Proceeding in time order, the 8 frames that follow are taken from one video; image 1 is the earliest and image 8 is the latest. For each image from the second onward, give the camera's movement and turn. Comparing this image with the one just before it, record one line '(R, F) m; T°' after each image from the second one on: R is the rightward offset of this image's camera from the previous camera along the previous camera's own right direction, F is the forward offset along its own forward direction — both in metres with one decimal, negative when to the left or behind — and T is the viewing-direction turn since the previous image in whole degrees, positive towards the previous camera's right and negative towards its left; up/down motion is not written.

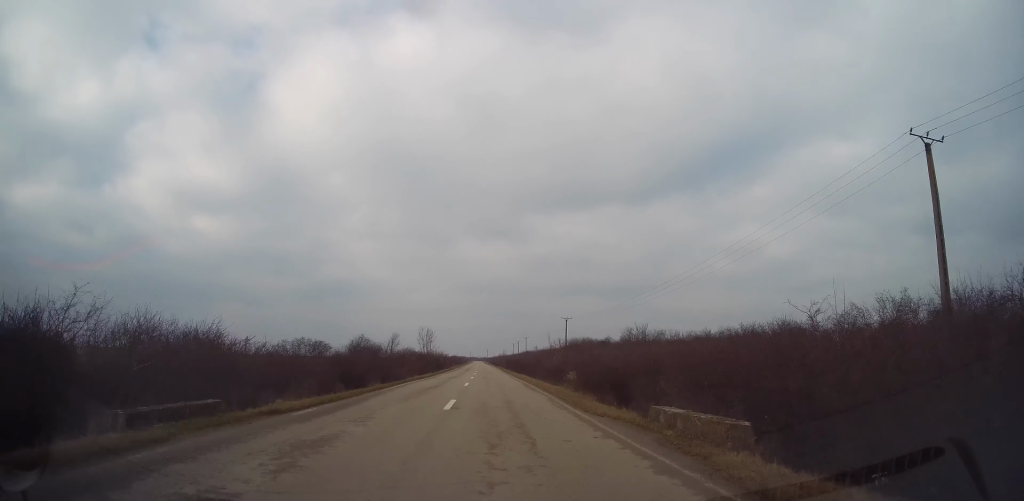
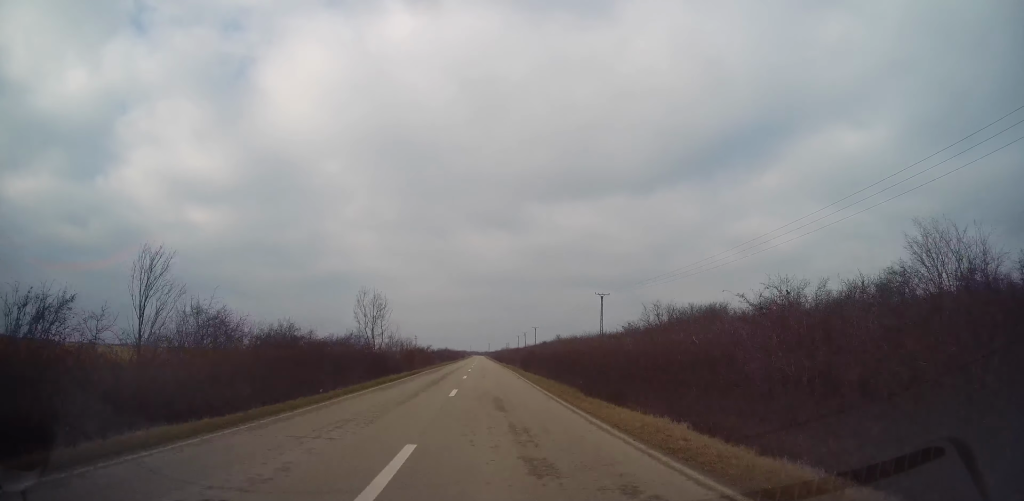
(-0.2, +43.4) m; 0°
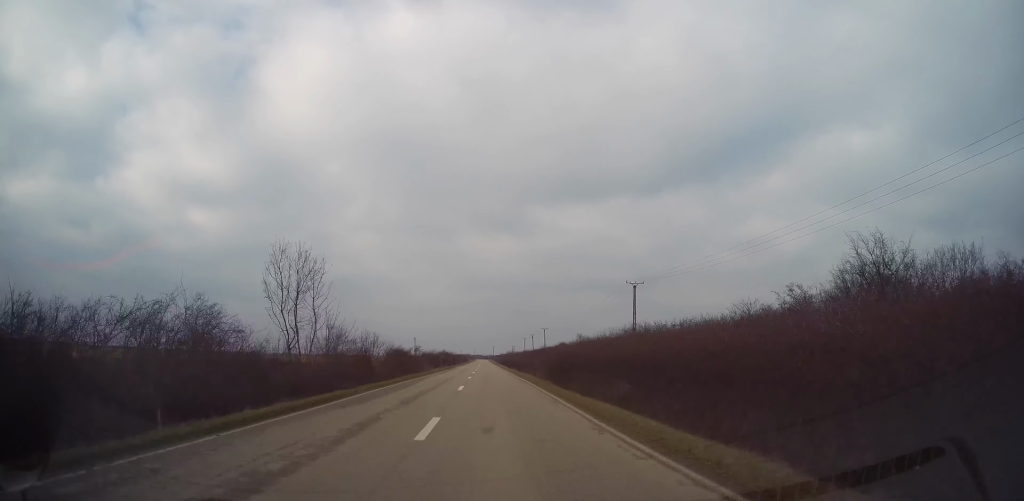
(0.0, +19.9) m; 0°
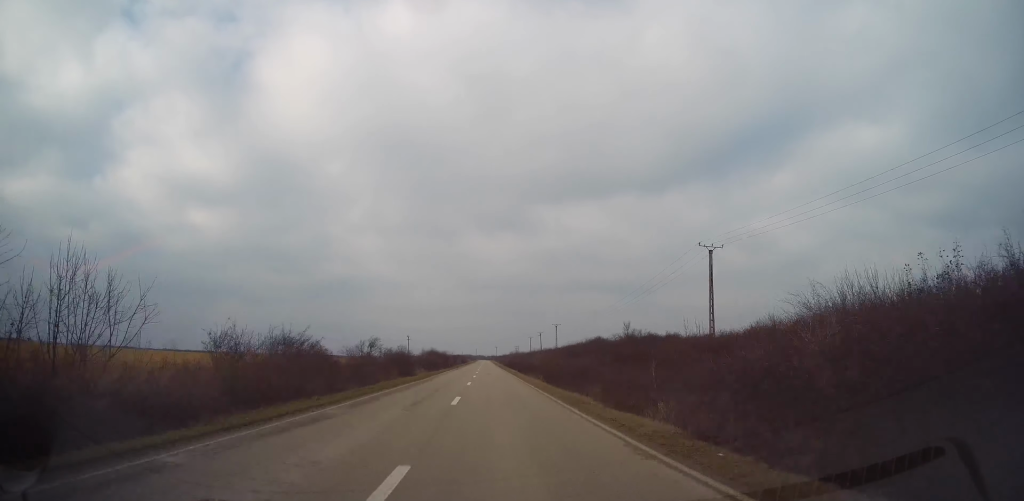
(-0.2, +28.1) m; 0°
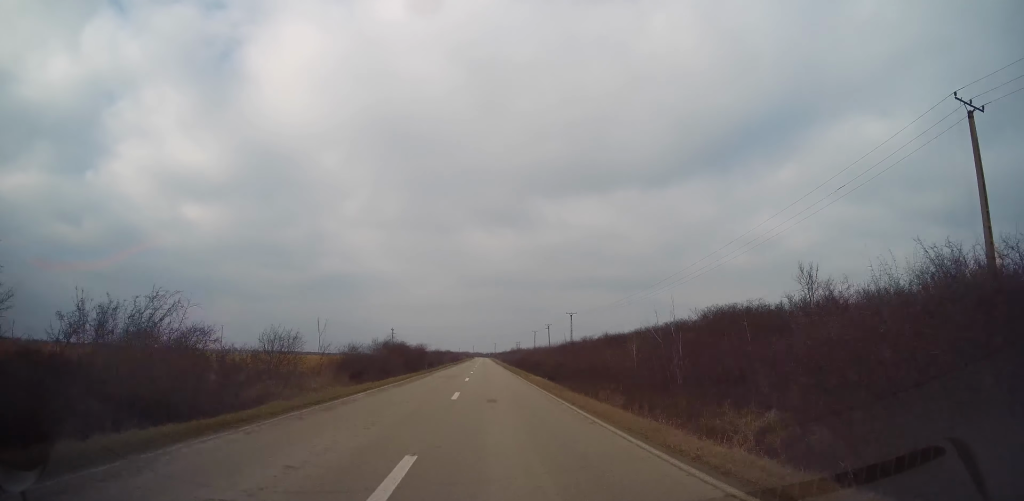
(+0.2, +34.5) m; 0°
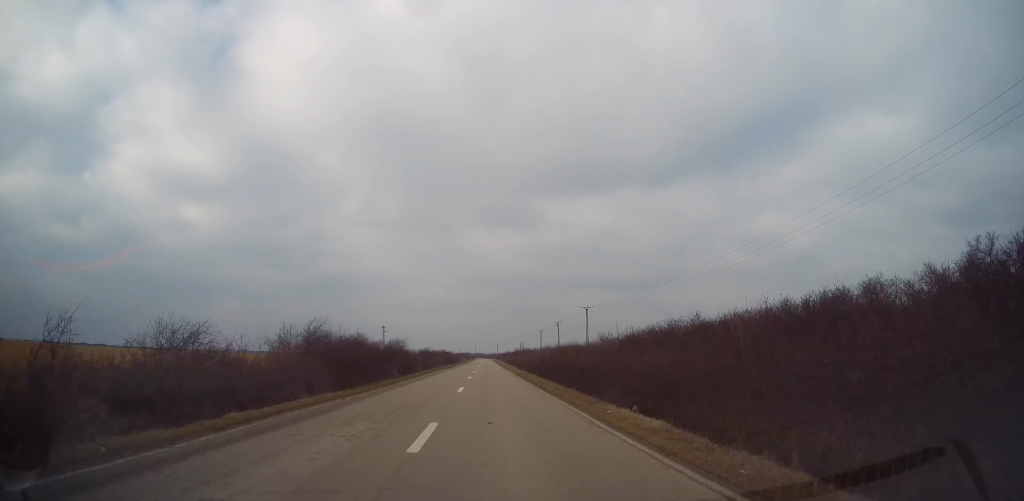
(-0.2, +20.0) m; 0°
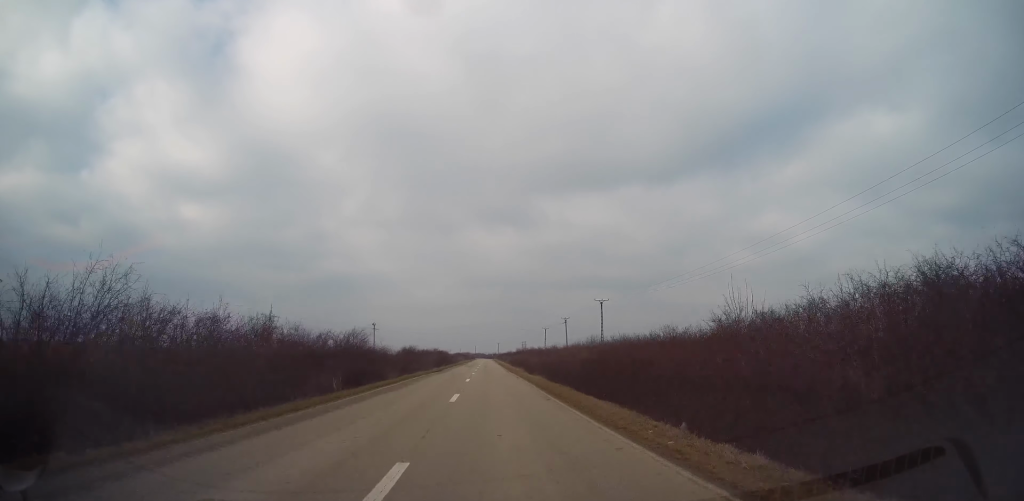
(0.0, +15.4) m; 0°
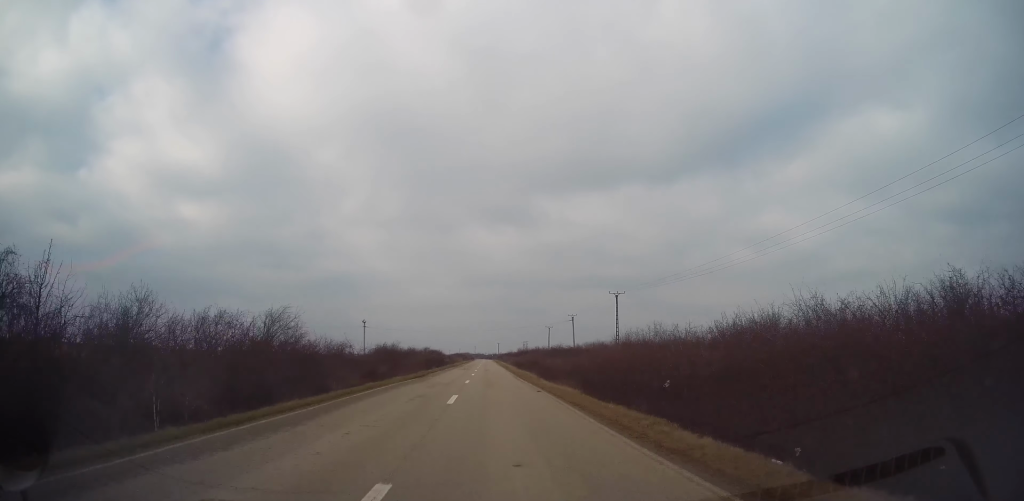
(0.0, +12.7) m; 0°
